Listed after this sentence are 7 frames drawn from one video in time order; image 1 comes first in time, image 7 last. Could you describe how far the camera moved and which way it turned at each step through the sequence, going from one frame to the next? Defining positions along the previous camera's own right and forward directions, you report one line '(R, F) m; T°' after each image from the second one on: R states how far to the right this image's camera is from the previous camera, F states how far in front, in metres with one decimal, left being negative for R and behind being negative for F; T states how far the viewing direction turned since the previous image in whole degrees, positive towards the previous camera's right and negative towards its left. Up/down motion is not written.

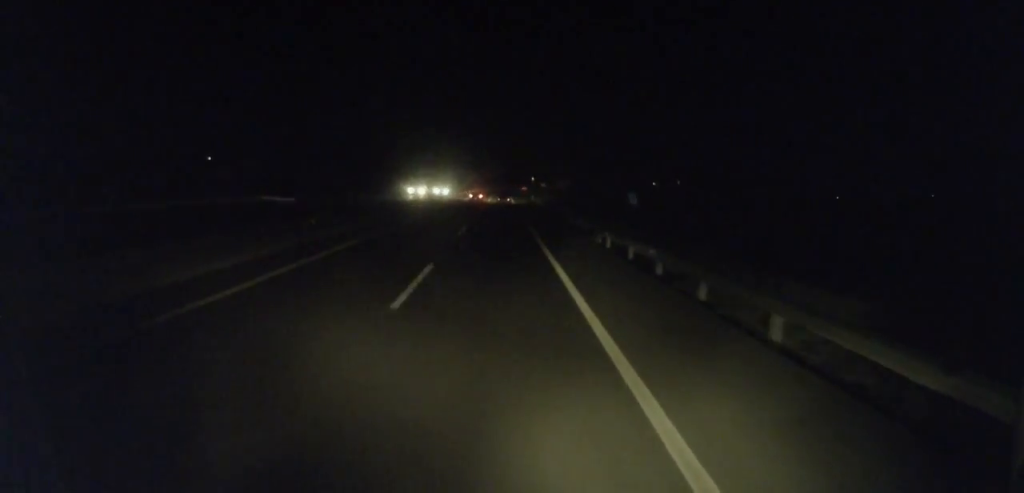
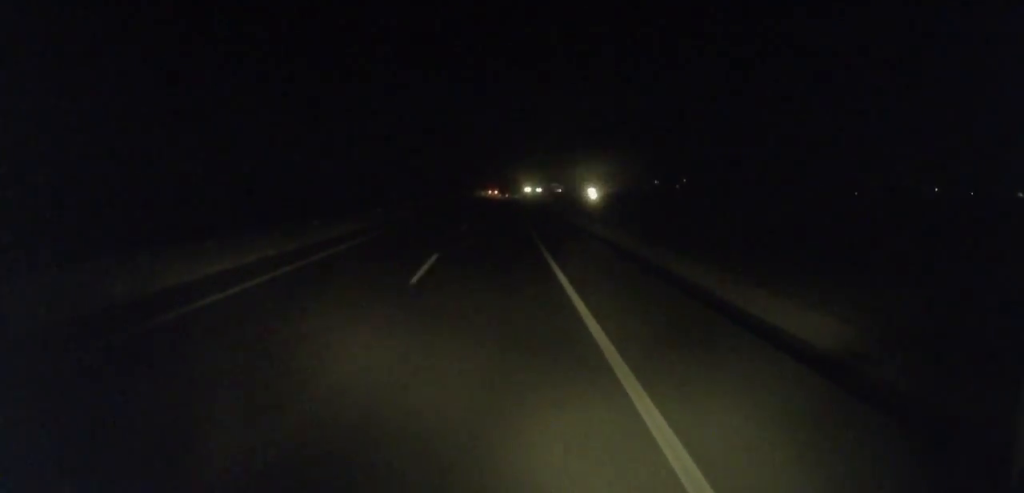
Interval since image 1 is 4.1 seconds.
(-1.4, +98.4) m; 0°
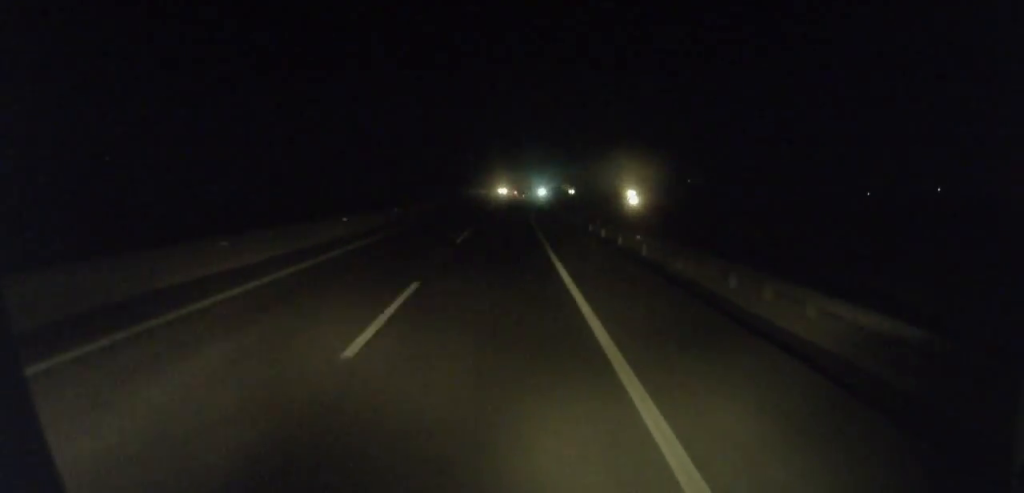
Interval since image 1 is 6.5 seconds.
(+0.4, +57.2) m; +1°
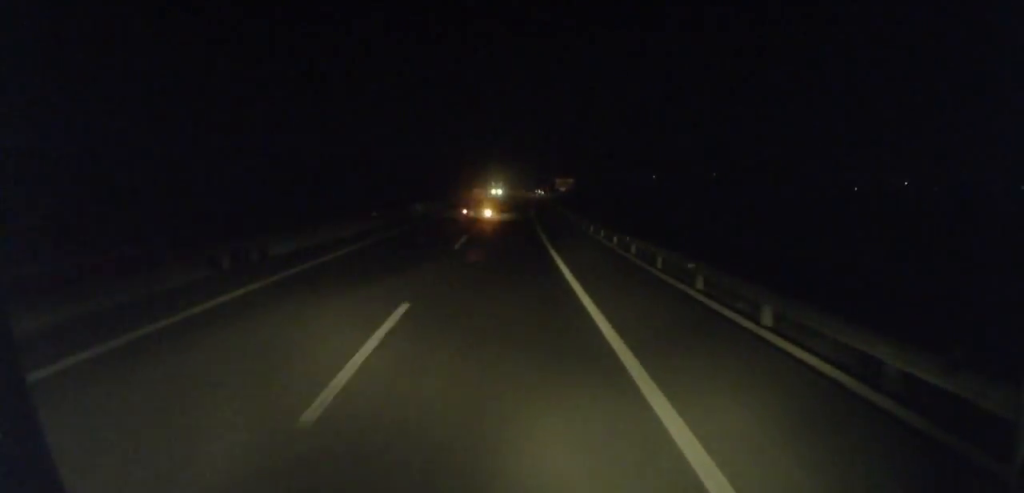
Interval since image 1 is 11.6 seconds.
(+3.2, +121.0) m; +4°
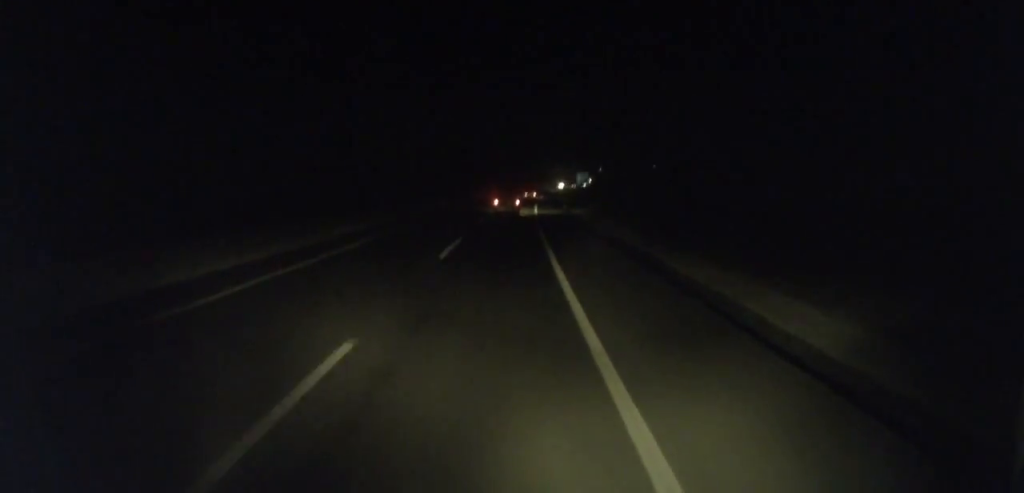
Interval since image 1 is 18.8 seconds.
(+10.2, +173.2) m; +7°
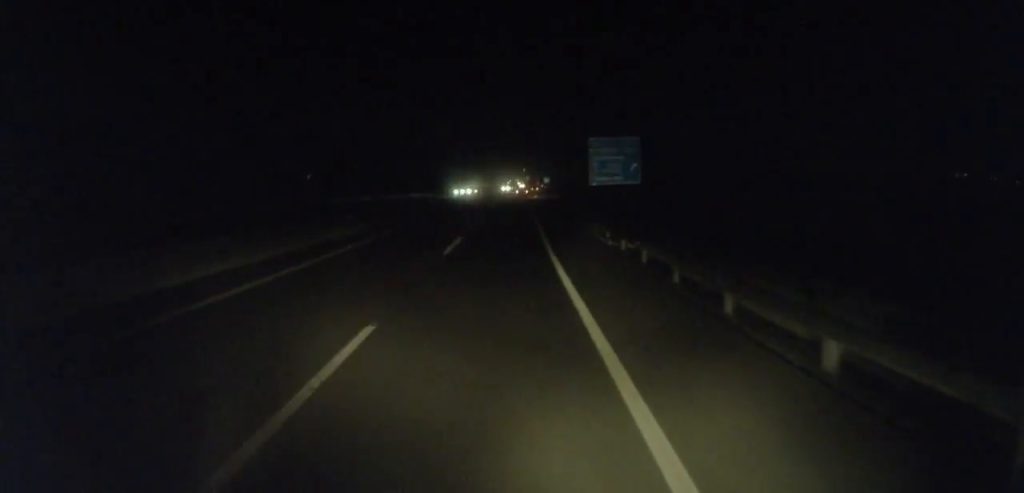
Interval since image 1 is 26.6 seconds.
(+11.8, +186.6) m; +7°
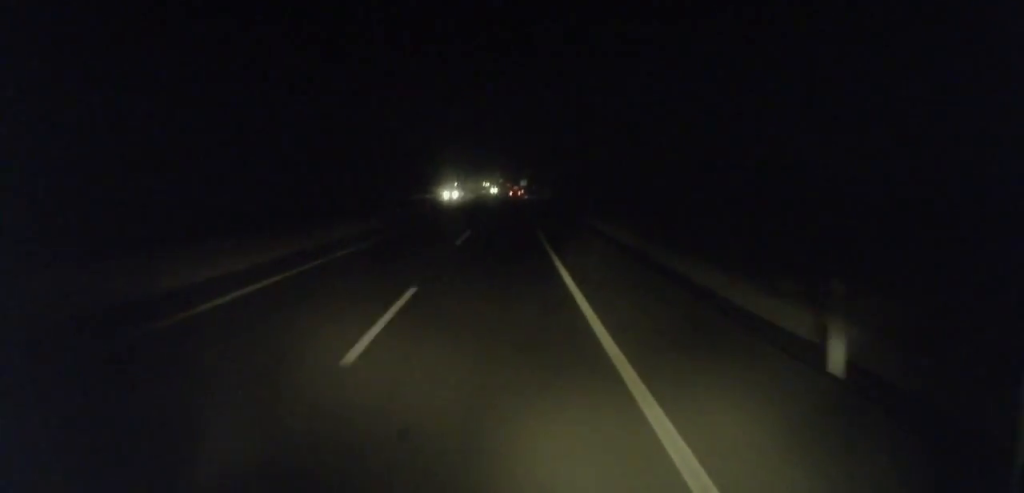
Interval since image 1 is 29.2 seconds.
(+1.7, +64.7) m; +2°
